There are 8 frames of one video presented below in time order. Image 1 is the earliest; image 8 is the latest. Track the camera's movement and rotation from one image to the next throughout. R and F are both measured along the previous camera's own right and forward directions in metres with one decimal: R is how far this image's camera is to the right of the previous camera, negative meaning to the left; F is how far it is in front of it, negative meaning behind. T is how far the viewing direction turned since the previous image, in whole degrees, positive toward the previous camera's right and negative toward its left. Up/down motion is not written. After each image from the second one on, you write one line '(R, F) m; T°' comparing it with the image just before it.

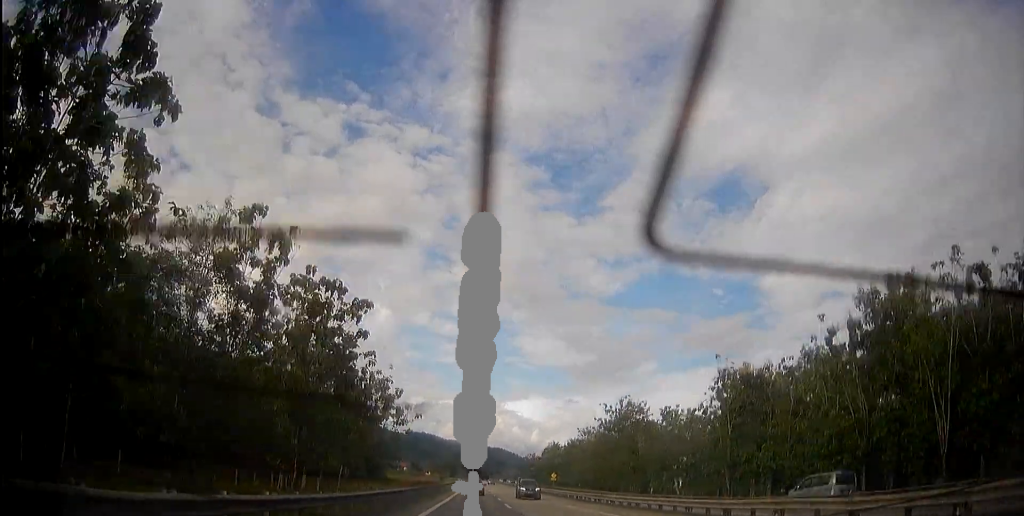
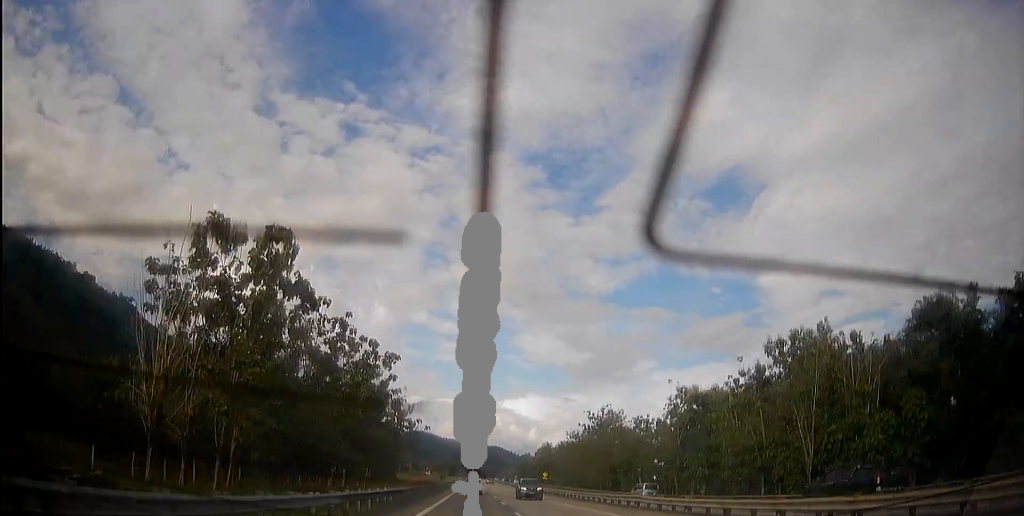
(0.0, +15.0) m; 0°
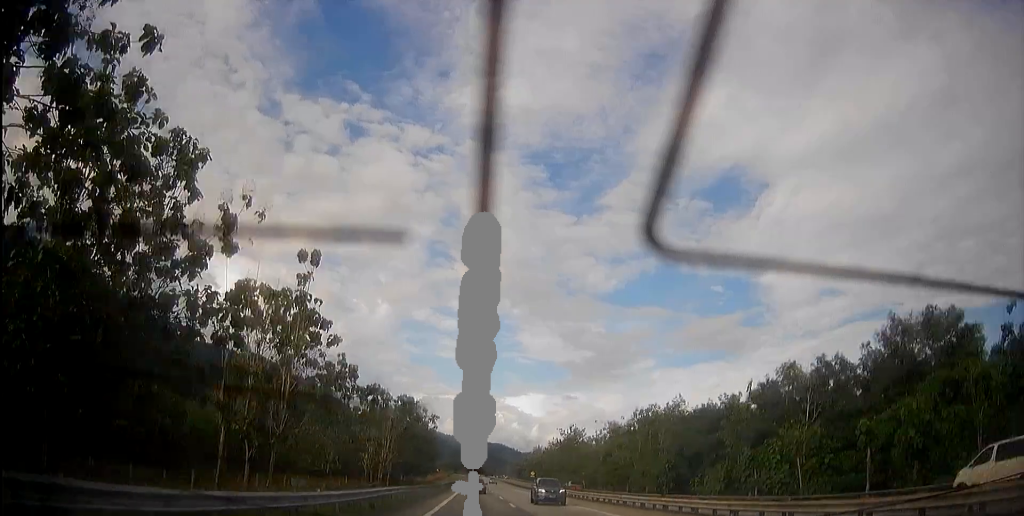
(0.0, +48.6) m; 0°
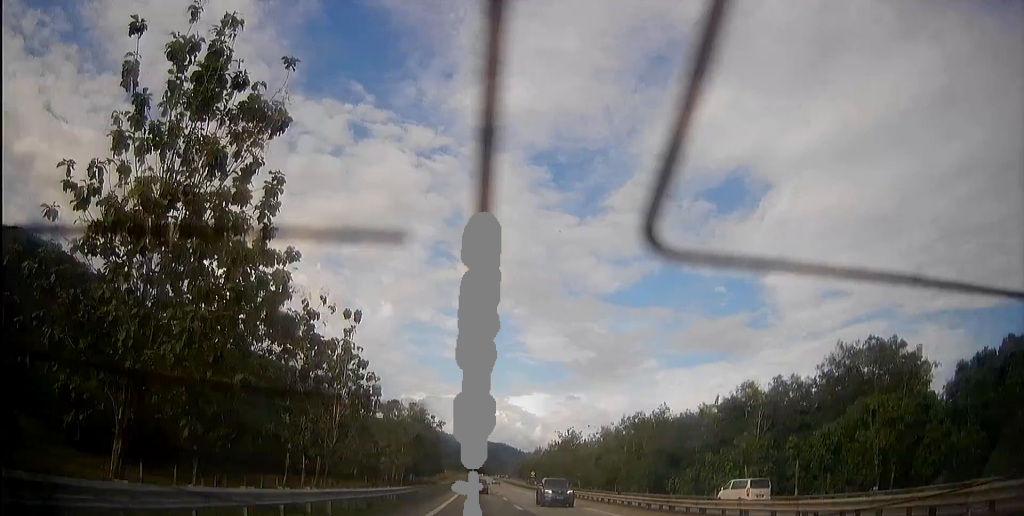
(0.0, +13.0) m; 0°
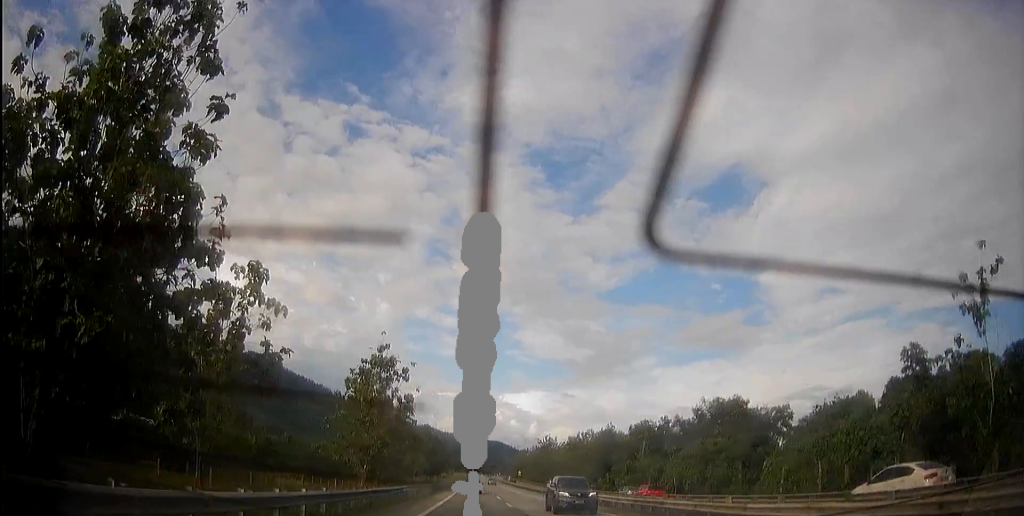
(+0.1, +40.1) m; 0°
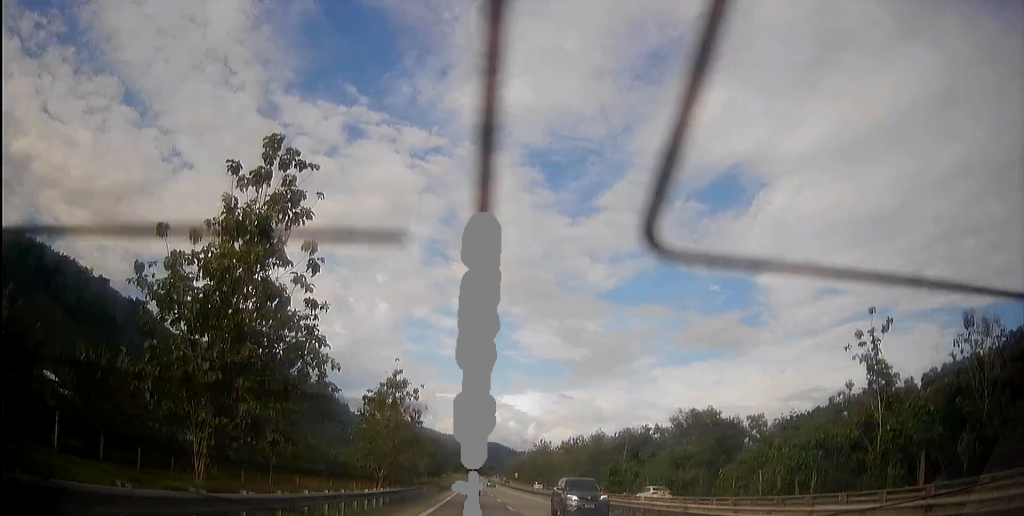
(0.0, +13.0) m; 0°
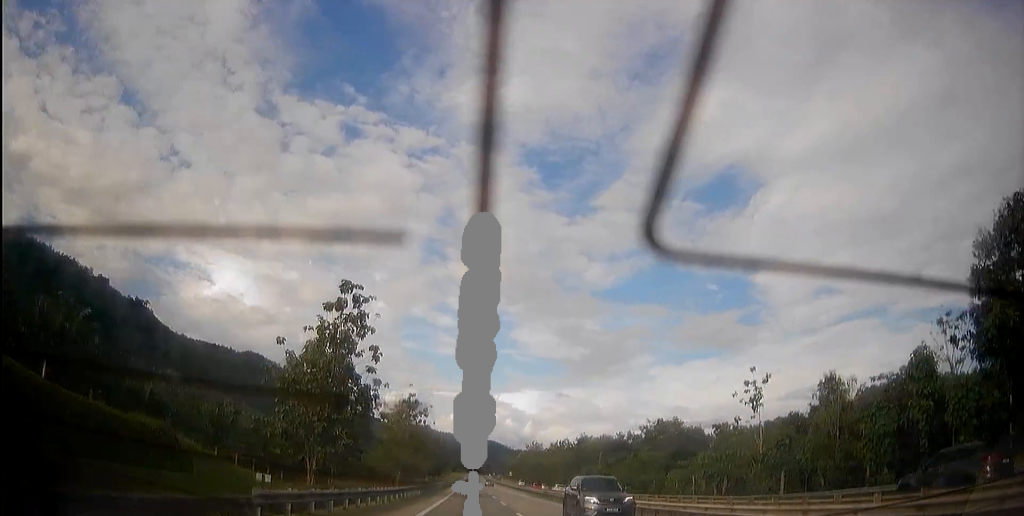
(0.0, +19.5) m; 0°
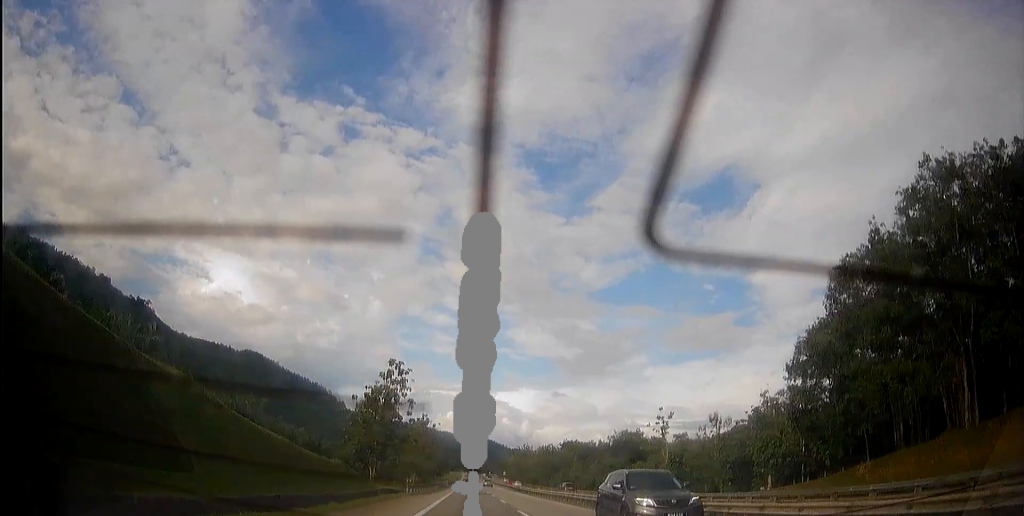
(-0.2, +30.3) m; -1°
